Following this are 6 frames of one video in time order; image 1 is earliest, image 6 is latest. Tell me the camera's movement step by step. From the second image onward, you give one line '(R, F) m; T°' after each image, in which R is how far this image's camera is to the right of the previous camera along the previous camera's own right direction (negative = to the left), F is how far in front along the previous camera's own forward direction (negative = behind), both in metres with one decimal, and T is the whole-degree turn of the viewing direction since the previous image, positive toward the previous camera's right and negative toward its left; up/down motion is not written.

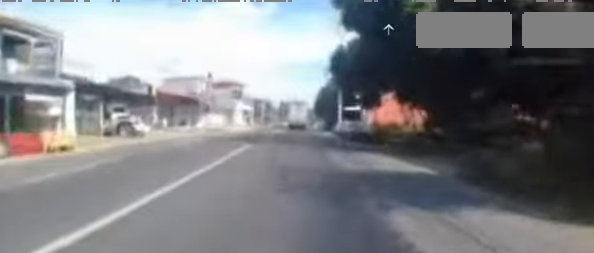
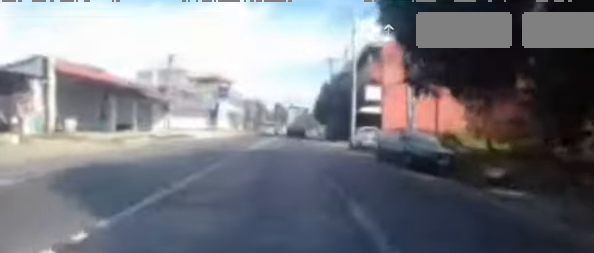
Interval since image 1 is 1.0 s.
(+0.3, +11.4) m; +3°
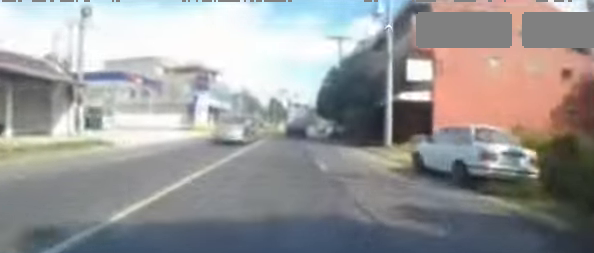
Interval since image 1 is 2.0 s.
(+0.3, +11.9) m; +2°
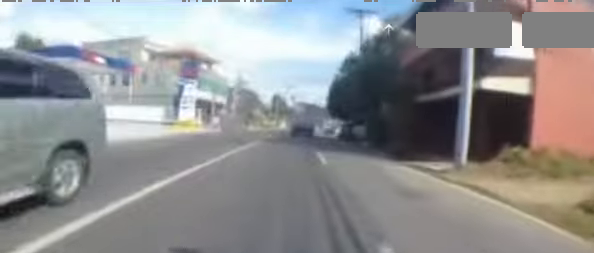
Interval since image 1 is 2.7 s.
(0.0, +8.0) m; +1°
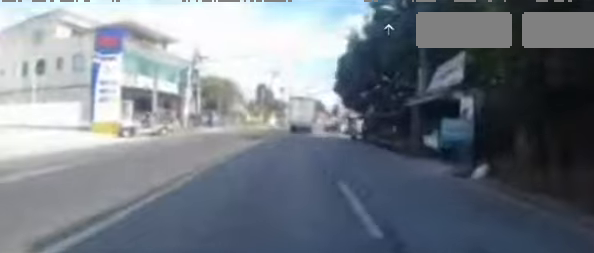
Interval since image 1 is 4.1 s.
(+0.4, +14.8) m; +1°
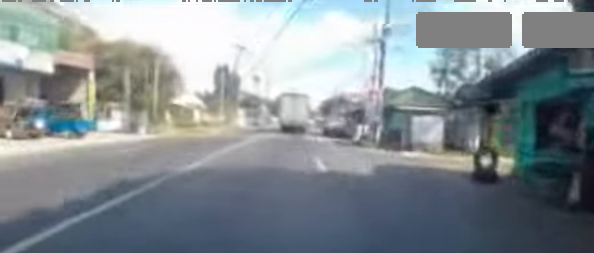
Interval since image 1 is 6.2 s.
(-0.1, +22.3) m; +2°
